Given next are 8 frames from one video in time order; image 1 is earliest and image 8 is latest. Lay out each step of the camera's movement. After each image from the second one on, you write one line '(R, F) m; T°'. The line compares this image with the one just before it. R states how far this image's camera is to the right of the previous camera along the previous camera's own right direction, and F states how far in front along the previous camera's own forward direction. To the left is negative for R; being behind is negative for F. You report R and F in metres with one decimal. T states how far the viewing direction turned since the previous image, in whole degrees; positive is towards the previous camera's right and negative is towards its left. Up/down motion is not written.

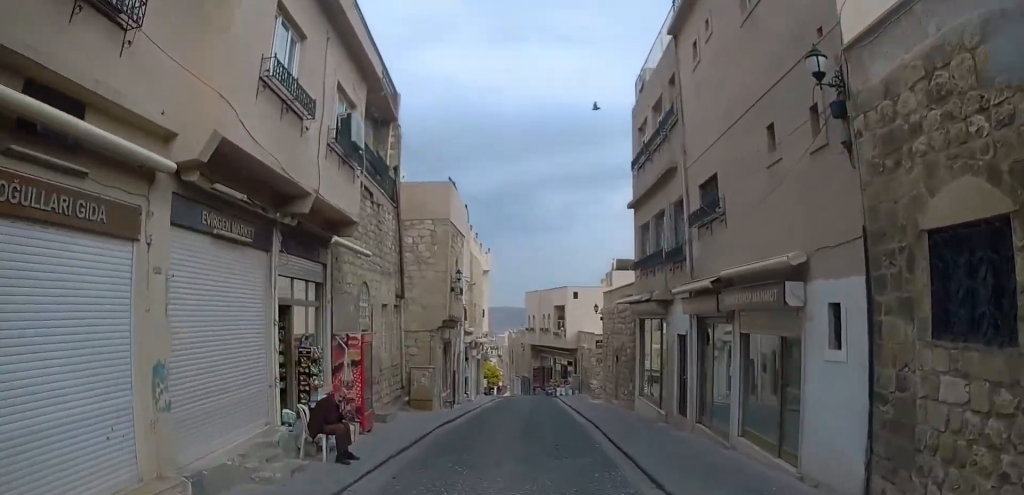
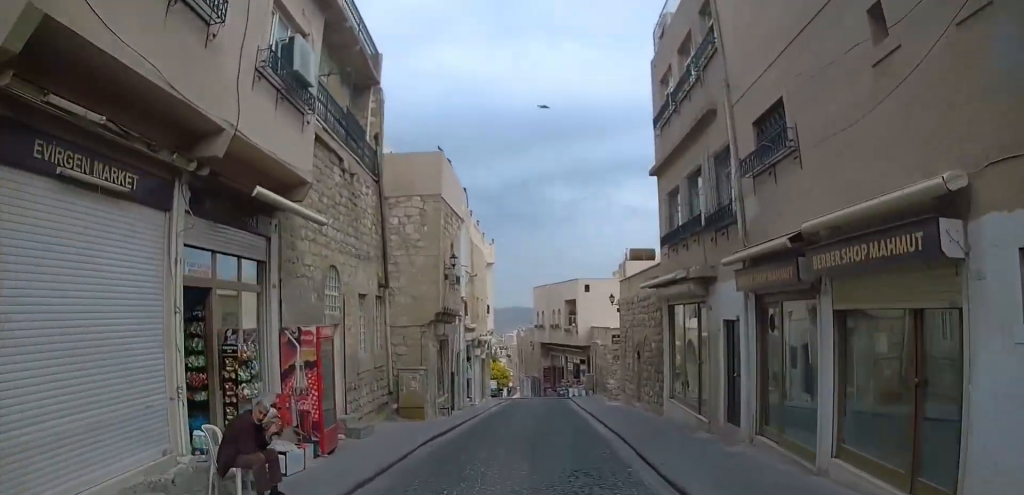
(-0.1, +3.4) m; 0°
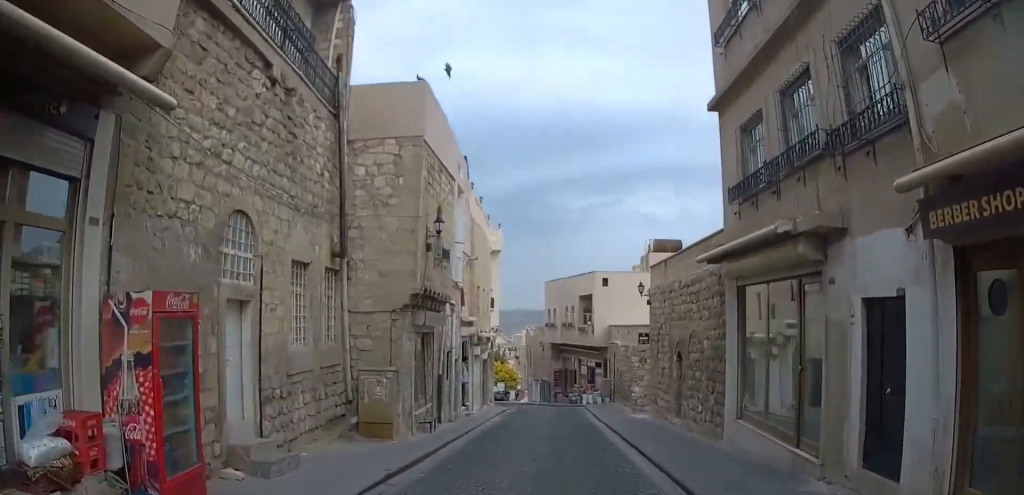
(0.0, +5.2) m; 0°
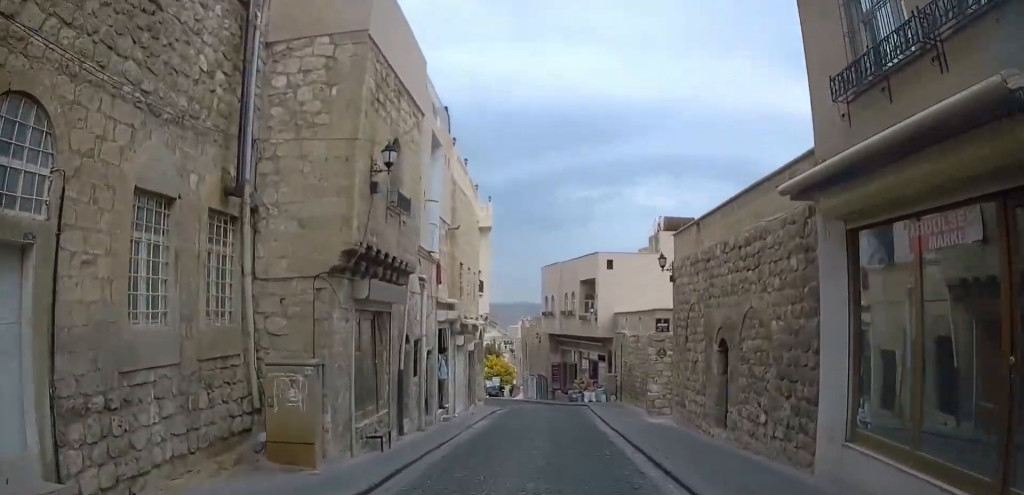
(+0.1, +4.9) m; +1°
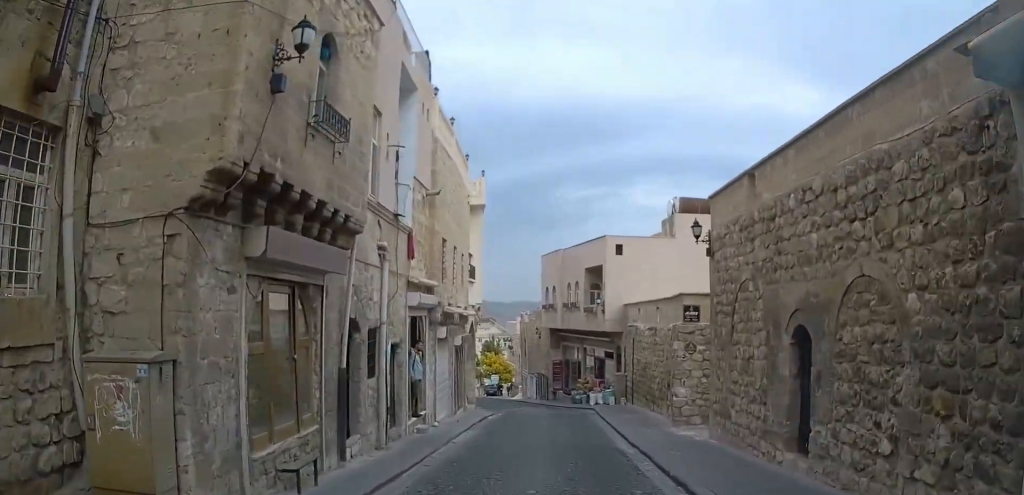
(0.0, +4.1) m; -1°
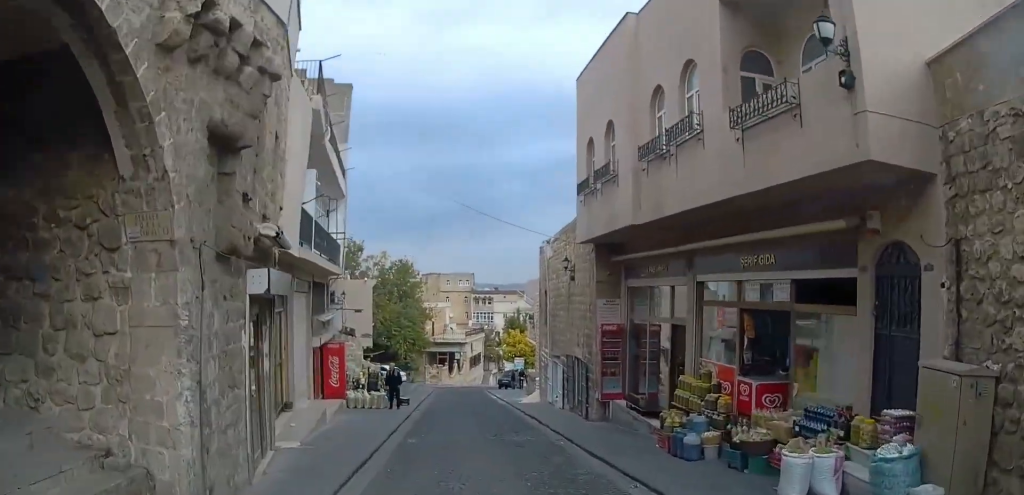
(-0.7, +26.2) m; -2°
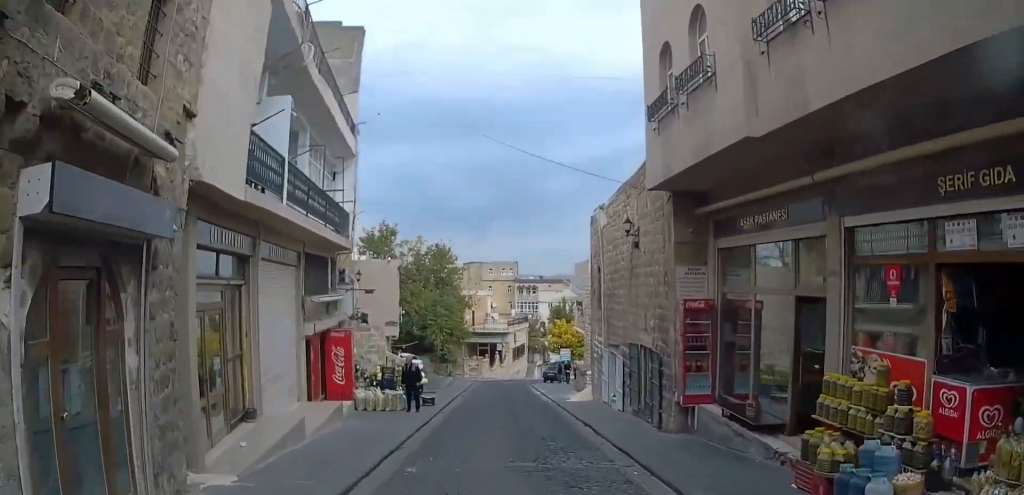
(0.0, +5.3) m; -1°
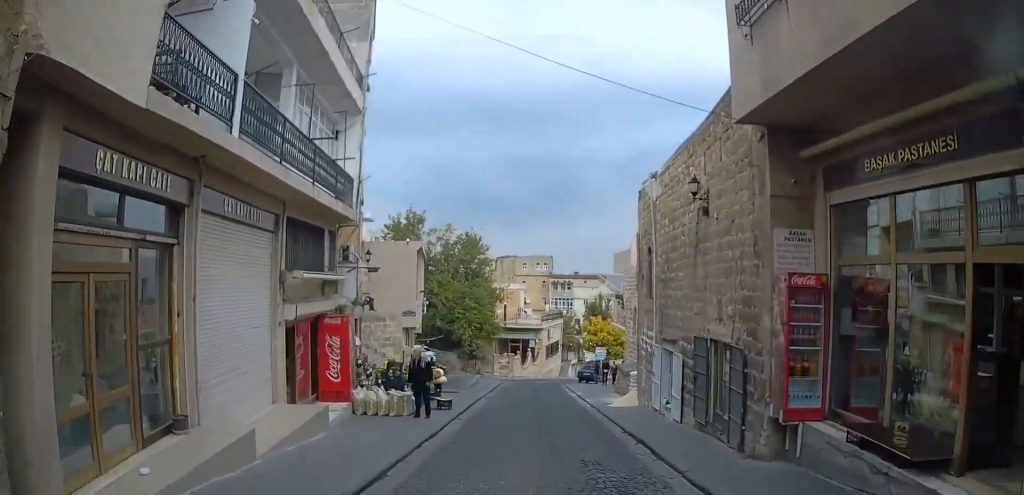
(0.0, +4.0) m; -1°
